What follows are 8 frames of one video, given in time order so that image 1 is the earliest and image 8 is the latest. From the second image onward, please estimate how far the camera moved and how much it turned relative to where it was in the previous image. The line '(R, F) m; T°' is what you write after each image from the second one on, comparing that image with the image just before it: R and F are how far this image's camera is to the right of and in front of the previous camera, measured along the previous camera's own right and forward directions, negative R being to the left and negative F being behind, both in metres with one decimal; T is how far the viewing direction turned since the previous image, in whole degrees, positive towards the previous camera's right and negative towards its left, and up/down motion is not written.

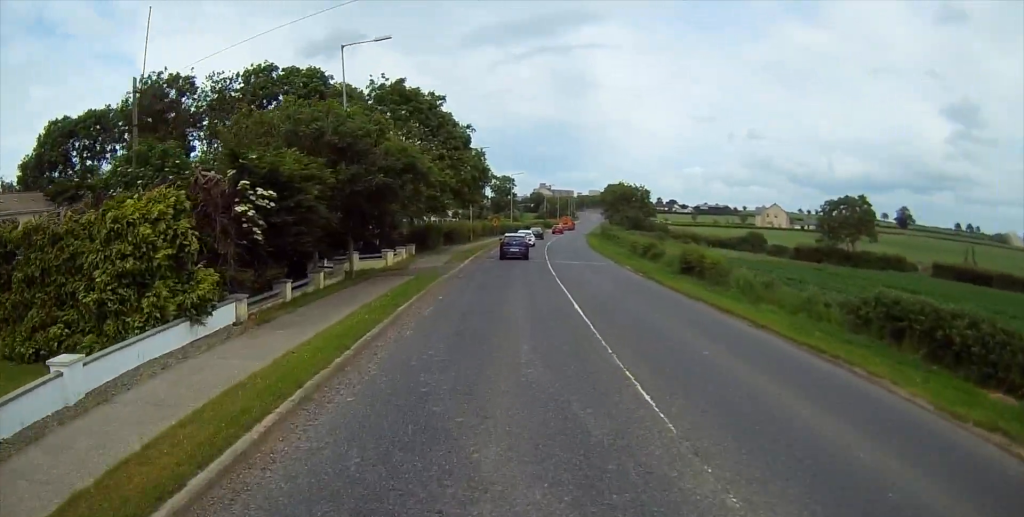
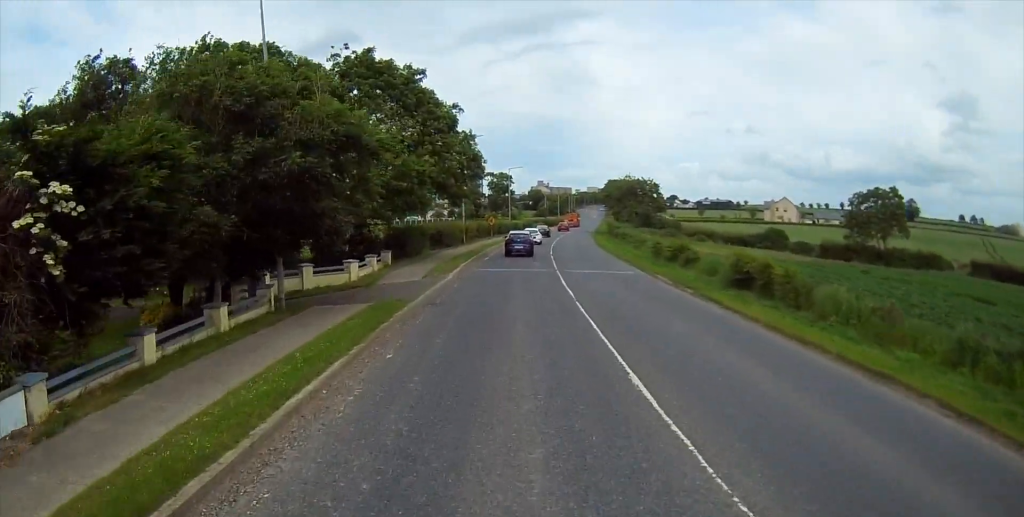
(+0.1, +8.8) m; +1°
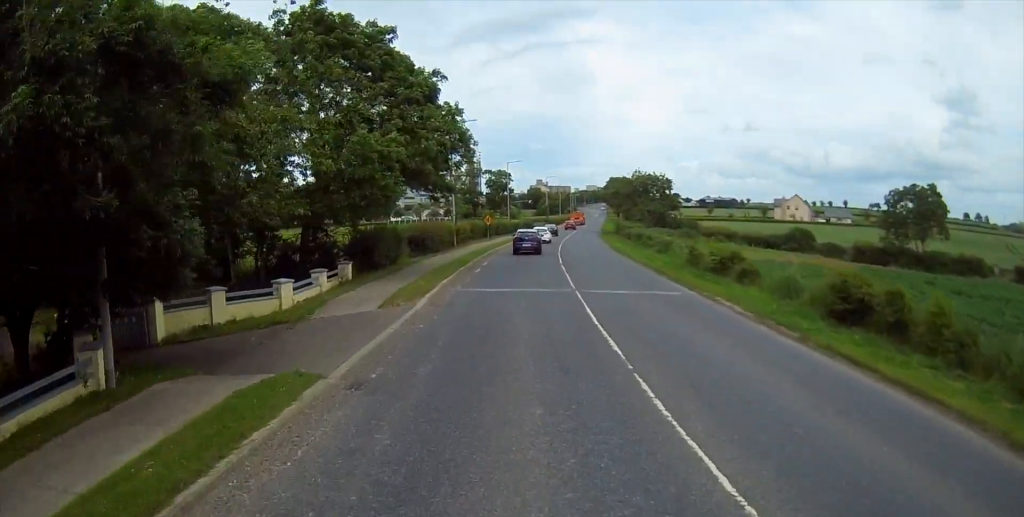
(+0.1, +9.2) m; 0°
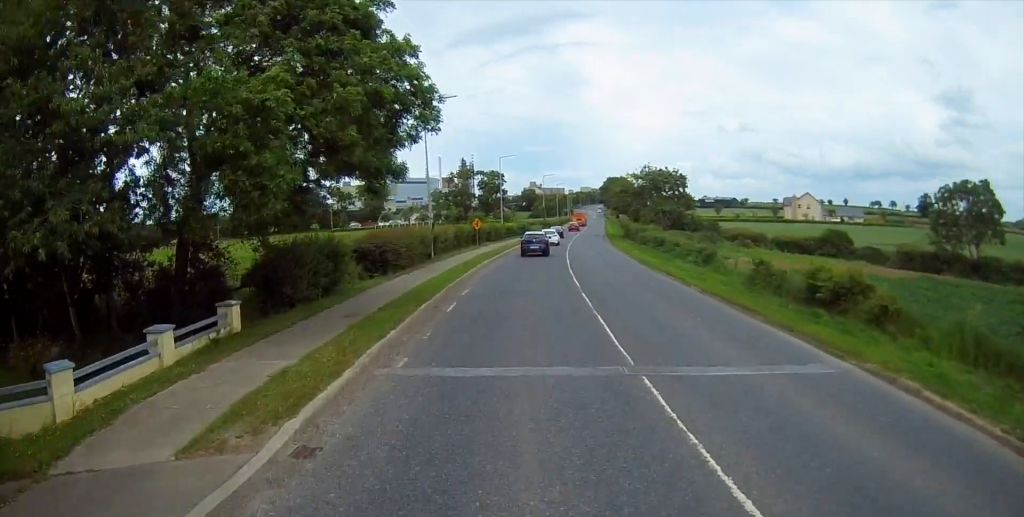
(0.0, +11.5) m; 0°
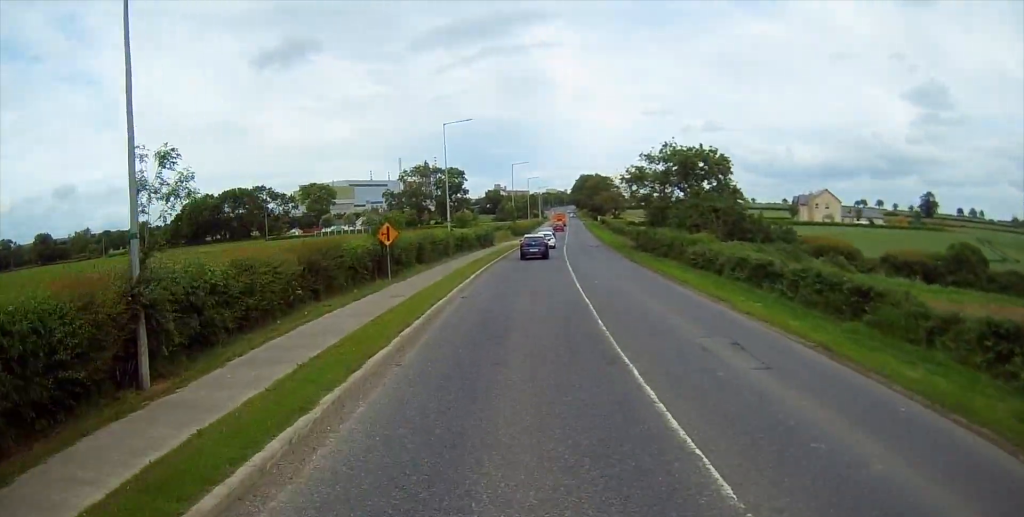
(+0.4, +29.2) m; +2°
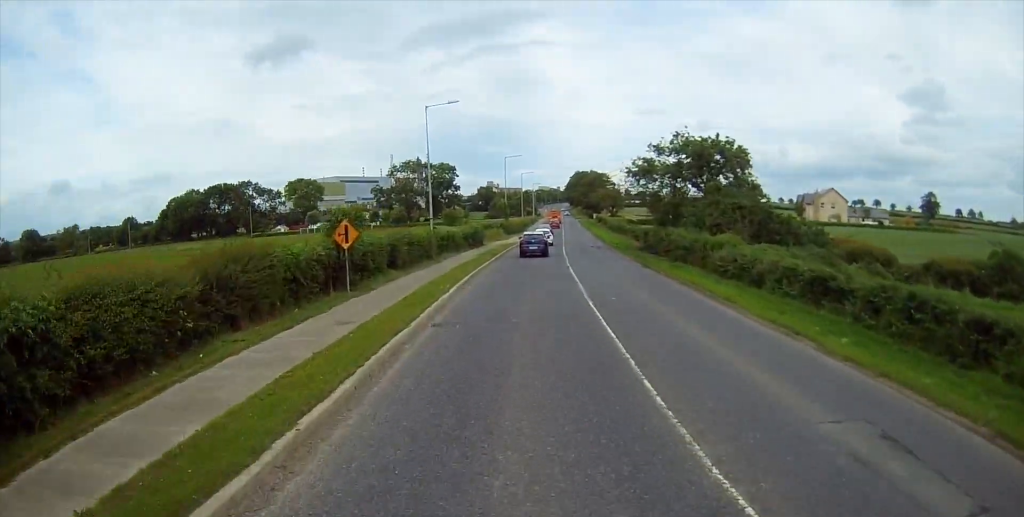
(0.0, +6.2) m; +1°
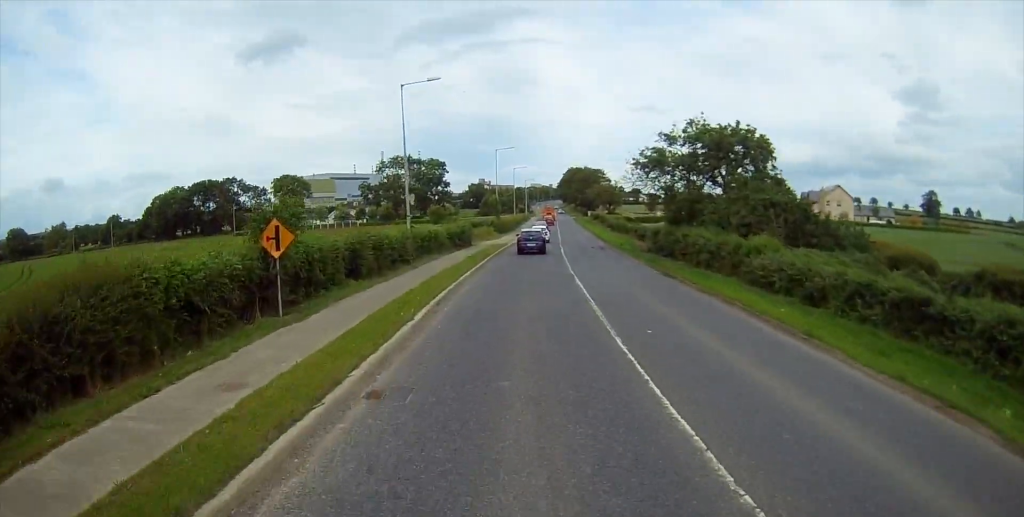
(+0.1, +6.3) m; +1°
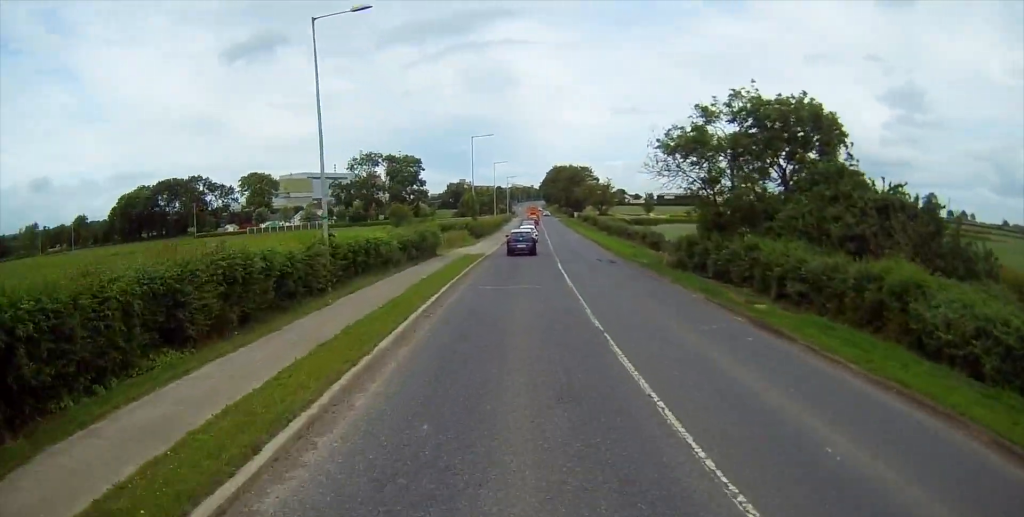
(+0.2, +13.0) m; +1°
